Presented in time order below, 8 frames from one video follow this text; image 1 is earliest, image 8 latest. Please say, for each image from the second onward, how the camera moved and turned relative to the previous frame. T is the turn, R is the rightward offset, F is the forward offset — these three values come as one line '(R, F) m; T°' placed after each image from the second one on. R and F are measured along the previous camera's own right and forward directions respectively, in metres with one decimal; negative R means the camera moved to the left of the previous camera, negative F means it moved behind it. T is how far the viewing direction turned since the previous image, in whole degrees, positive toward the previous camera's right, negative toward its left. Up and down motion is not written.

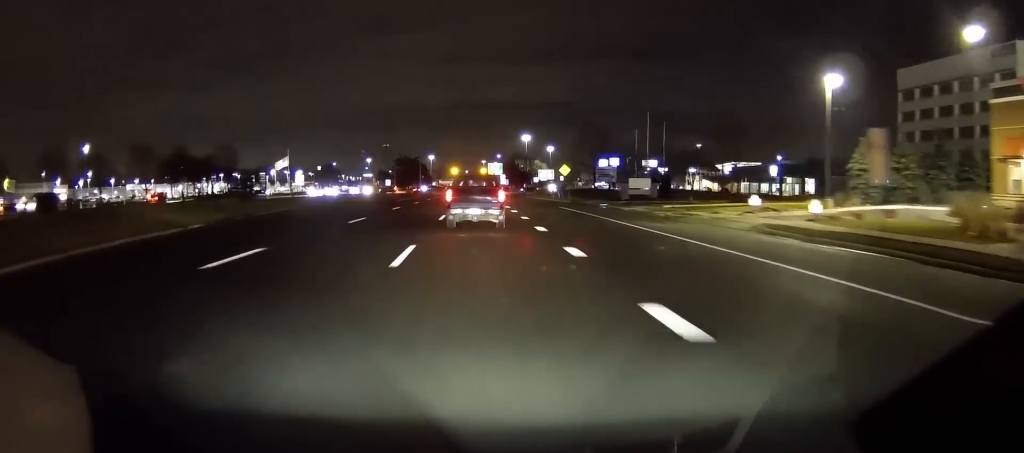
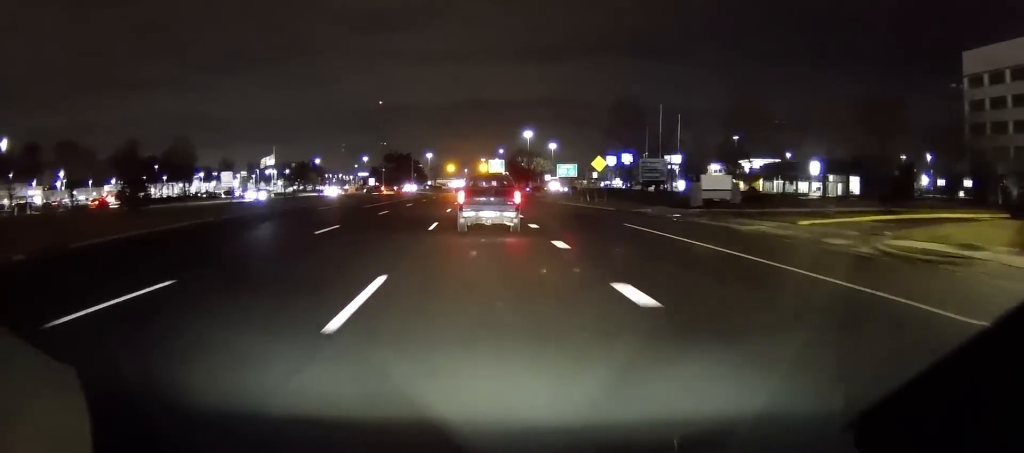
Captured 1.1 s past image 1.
(0.0, +20.2) m; 0°
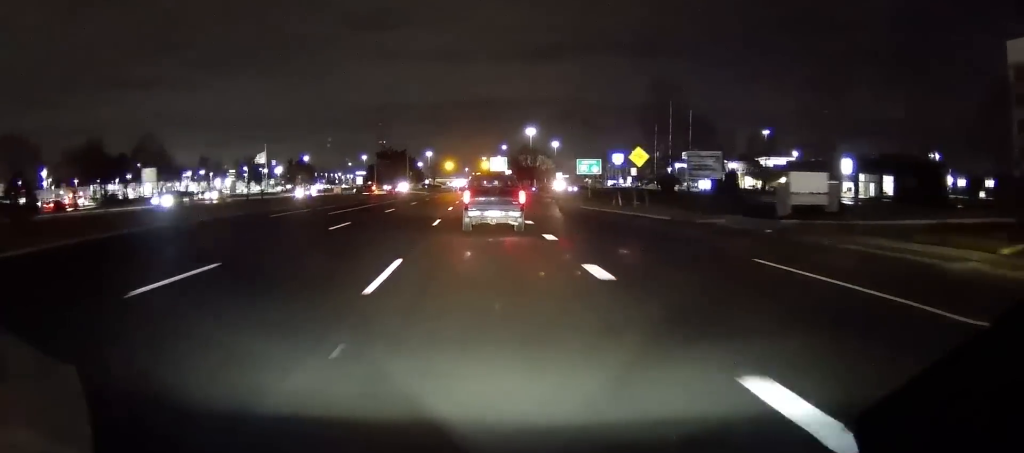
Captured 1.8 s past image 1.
(0.0, +12.8) m; 0°
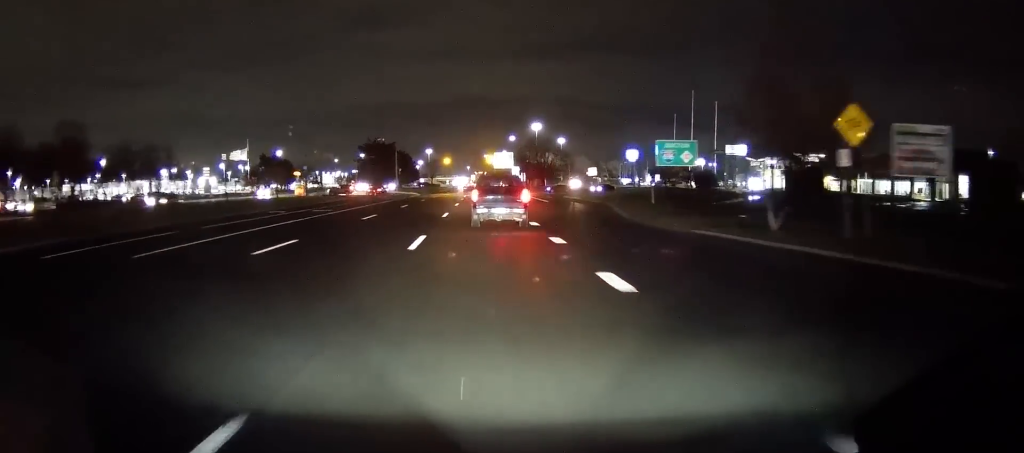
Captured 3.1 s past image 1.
(0.0, +23.9) m; 0°
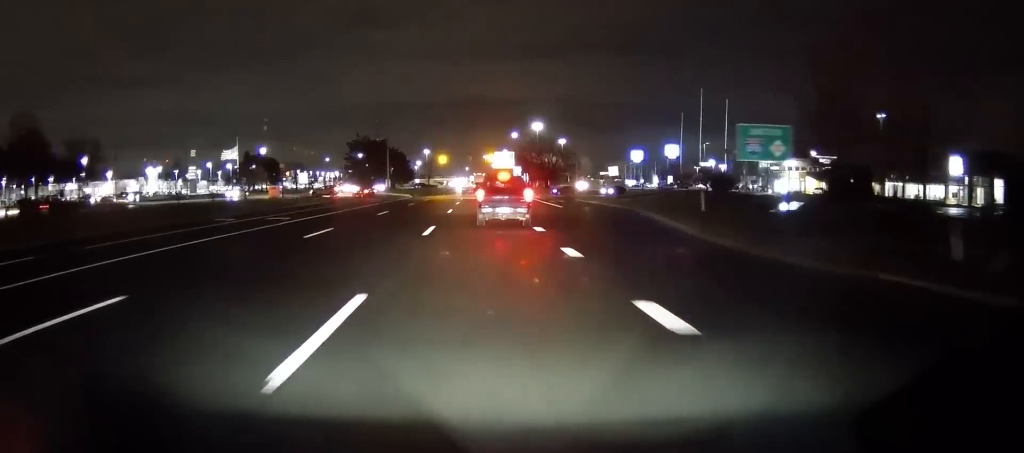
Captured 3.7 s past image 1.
(-0.1, +9.9) m; +1°
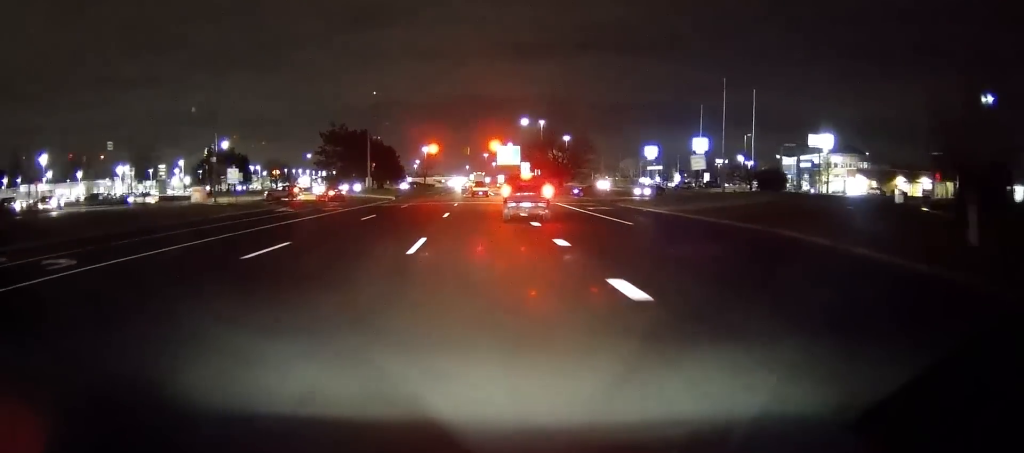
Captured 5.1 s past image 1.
(+0.3, +20.3) m; 0°
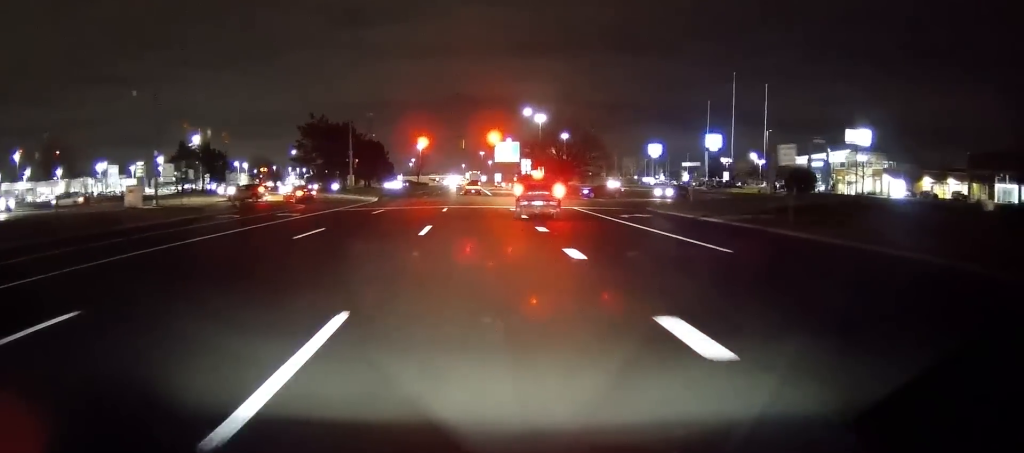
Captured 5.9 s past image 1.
(-0.2, +10.0) m; -1°
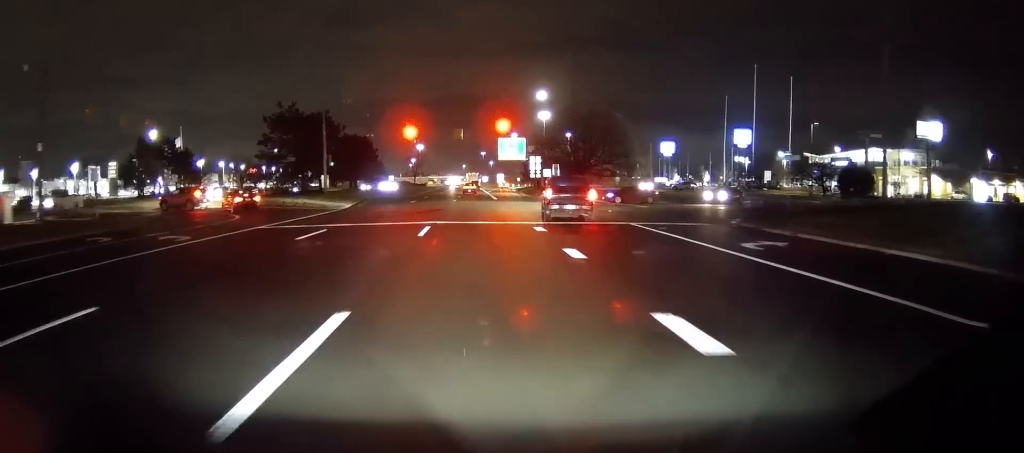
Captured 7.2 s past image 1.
(+0.1, +13.2) m; 0°
